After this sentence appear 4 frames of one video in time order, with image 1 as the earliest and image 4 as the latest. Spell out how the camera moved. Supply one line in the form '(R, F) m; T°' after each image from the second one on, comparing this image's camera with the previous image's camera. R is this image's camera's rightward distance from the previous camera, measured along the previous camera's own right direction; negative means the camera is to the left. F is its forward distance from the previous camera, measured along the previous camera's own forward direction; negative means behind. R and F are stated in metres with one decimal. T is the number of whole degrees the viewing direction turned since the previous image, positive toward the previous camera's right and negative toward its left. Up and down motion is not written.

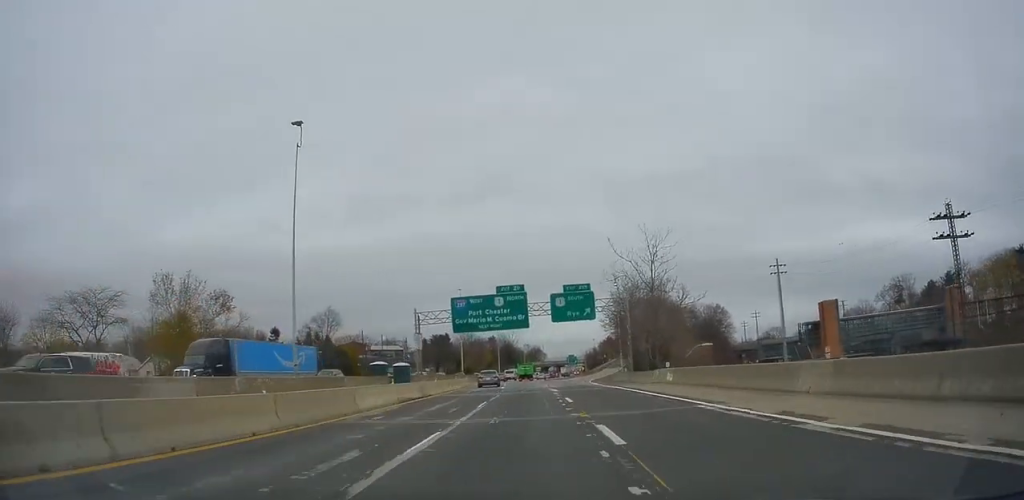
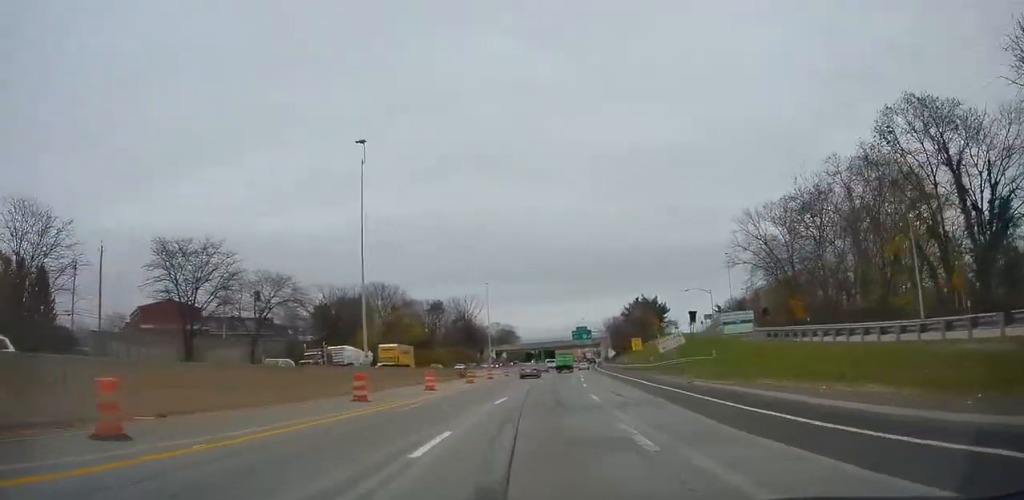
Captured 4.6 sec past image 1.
(-0.9, +125.6) m; -1°
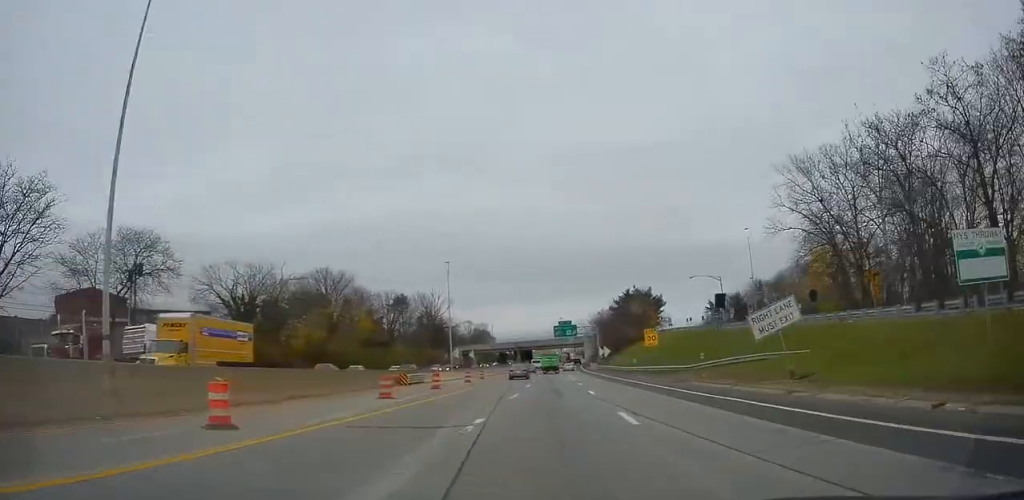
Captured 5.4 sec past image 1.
(0.0, +21.6) m; +1°
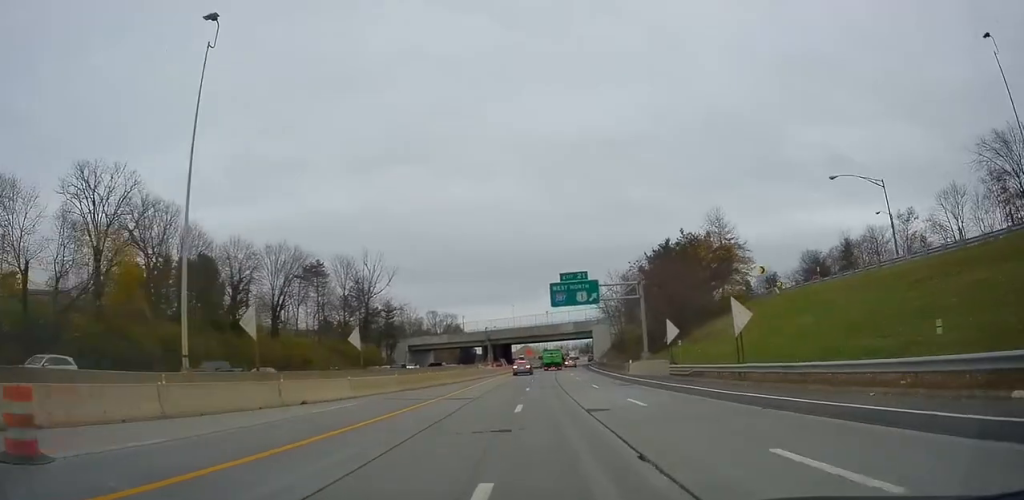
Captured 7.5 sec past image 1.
(+3.4, +56.7) m; +7°
